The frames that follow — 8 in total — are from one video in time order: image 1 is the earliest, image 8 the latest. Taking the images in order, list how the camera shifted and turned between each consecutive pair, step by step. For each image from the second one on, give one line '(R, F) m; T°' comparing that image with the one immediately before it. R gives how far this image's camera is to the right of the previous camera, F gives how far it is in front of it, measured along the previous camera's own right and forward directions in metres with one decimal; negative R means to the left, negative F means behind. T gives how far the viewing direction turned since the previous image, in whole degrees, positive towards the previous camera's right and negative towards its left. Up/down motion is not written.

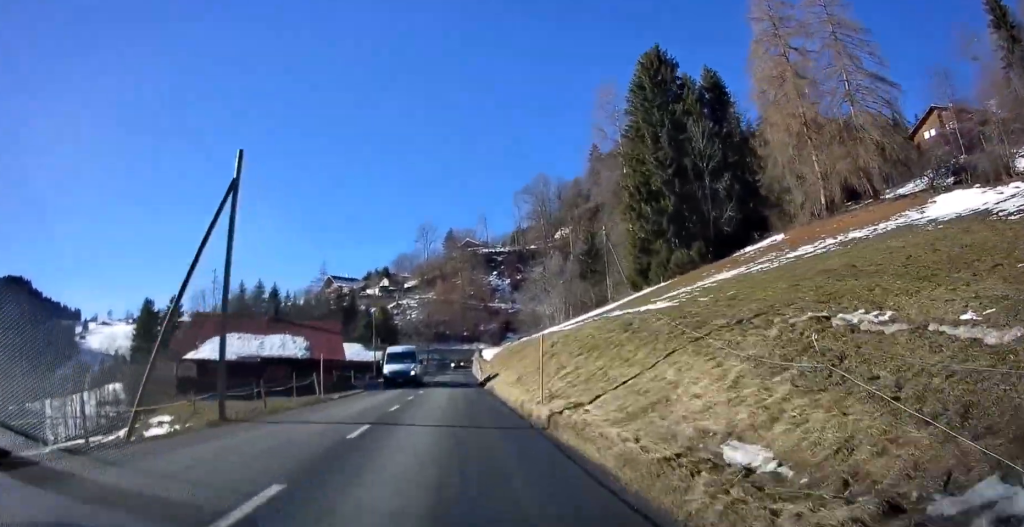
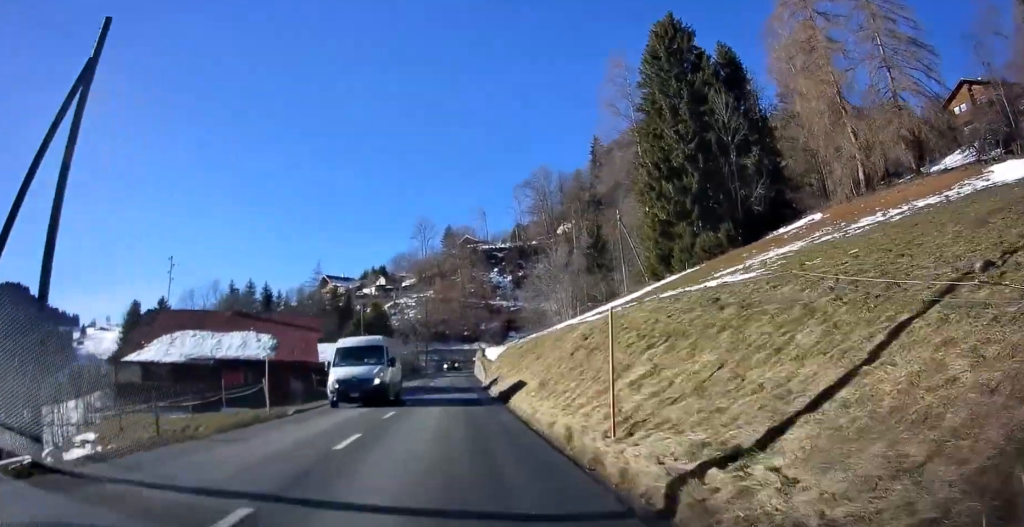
(+0.1, +7.2) m; 0°
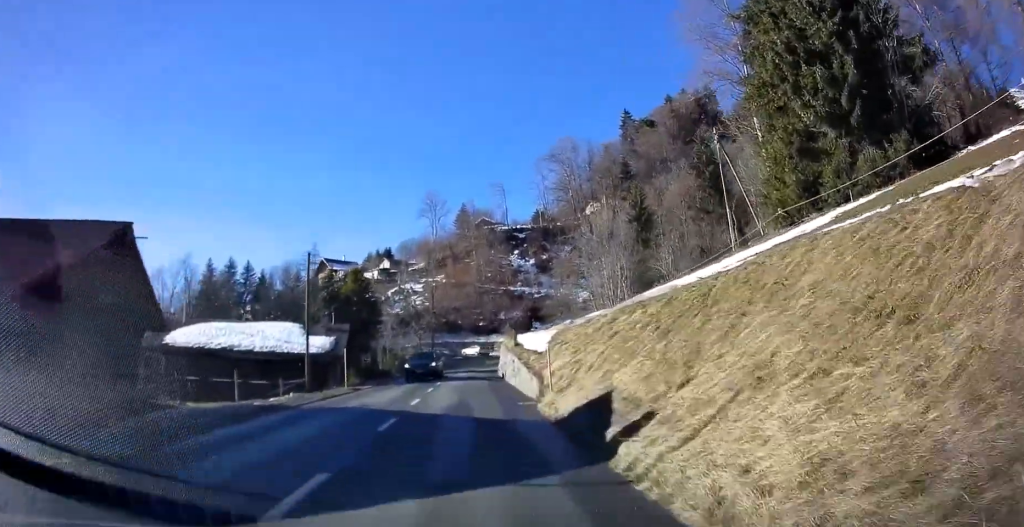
(0.0, +22.5) m; +1°
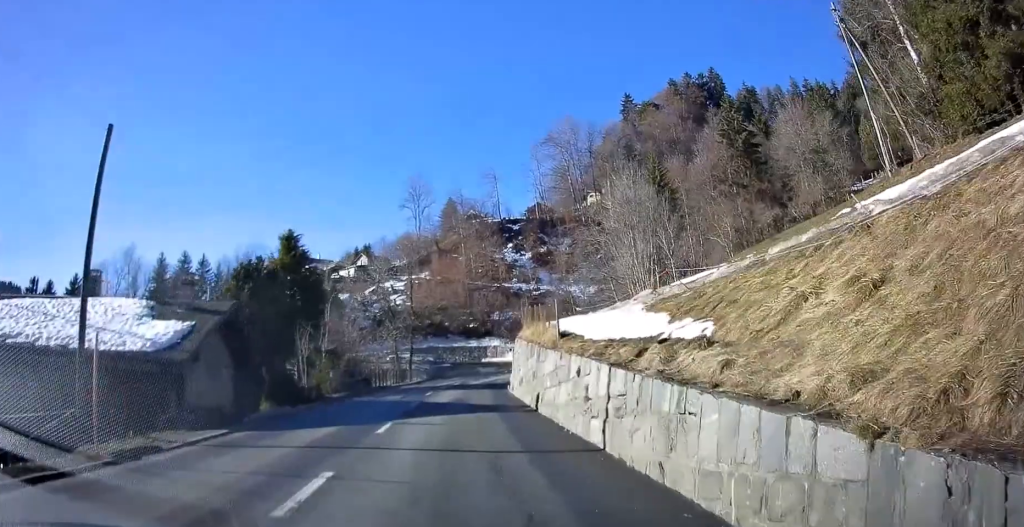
(0.0, +17.5) m; -1°
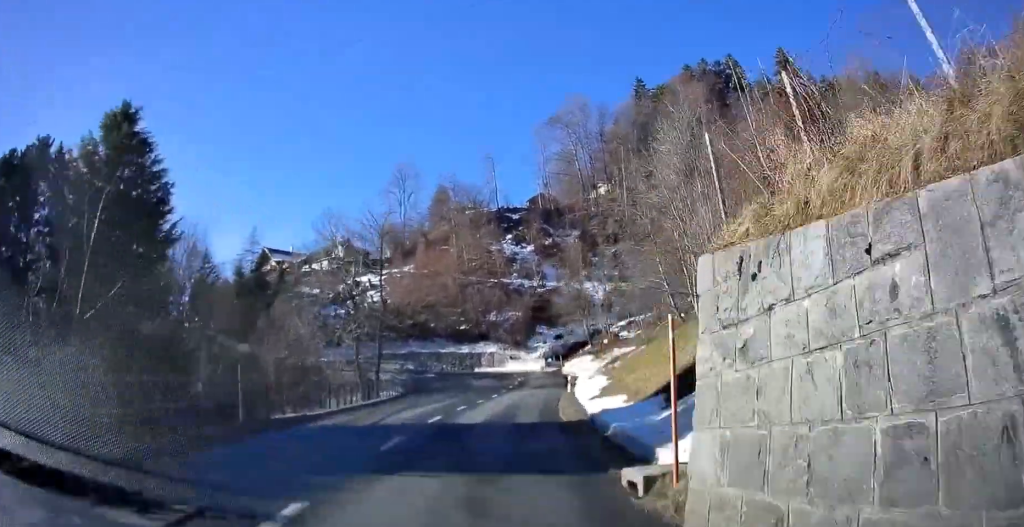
(0.0, +19.4) m; +3°
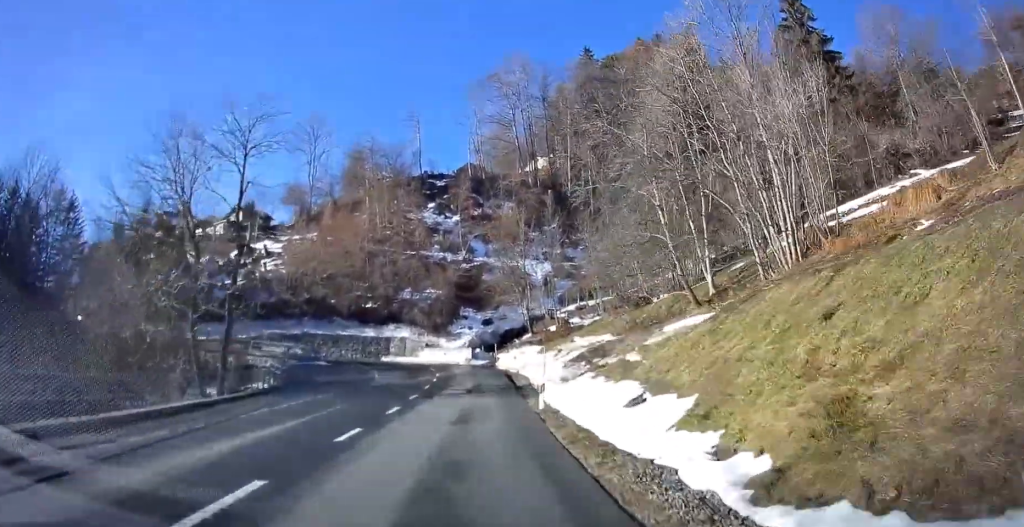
(+0.9, +16.6) m; +5°
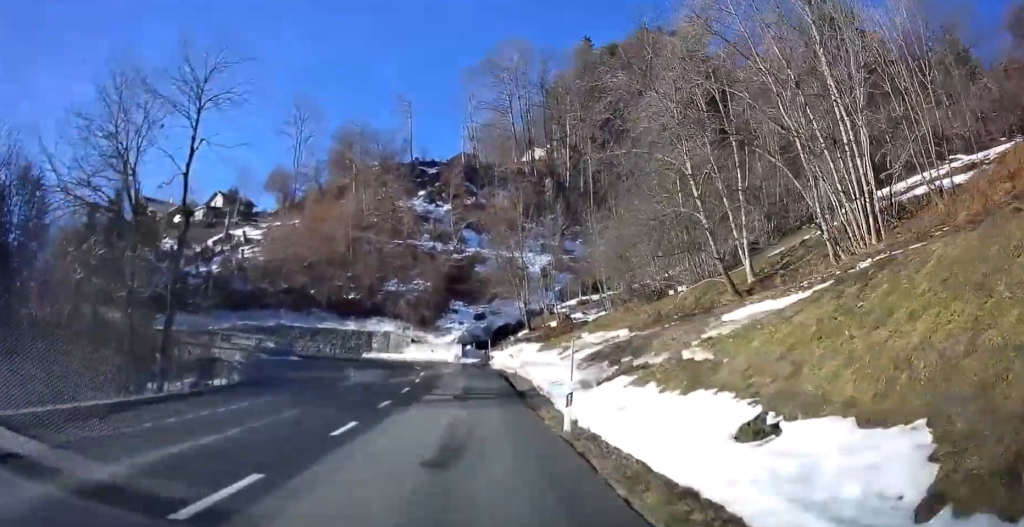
(+0.1, +5.6) m; +2°
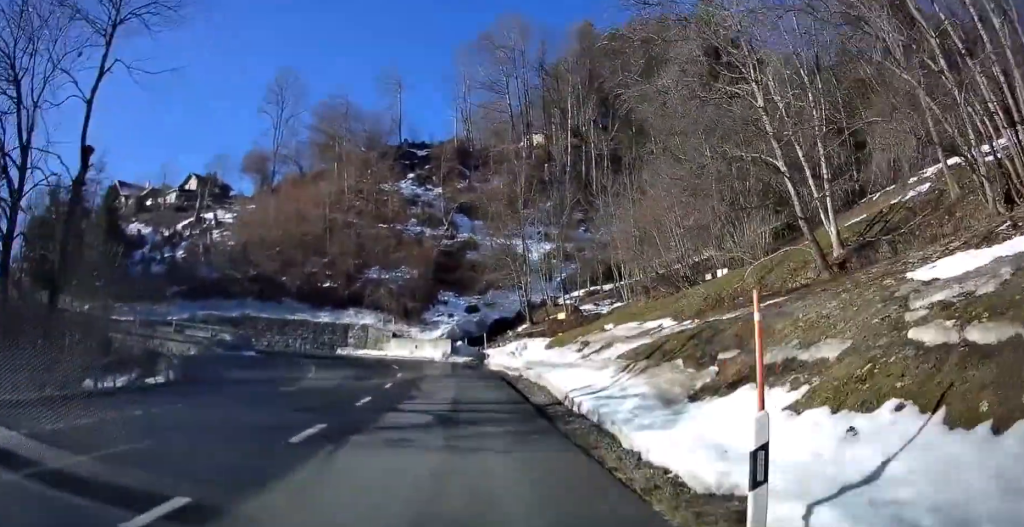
(+0.2, +8.0) m; +2°
